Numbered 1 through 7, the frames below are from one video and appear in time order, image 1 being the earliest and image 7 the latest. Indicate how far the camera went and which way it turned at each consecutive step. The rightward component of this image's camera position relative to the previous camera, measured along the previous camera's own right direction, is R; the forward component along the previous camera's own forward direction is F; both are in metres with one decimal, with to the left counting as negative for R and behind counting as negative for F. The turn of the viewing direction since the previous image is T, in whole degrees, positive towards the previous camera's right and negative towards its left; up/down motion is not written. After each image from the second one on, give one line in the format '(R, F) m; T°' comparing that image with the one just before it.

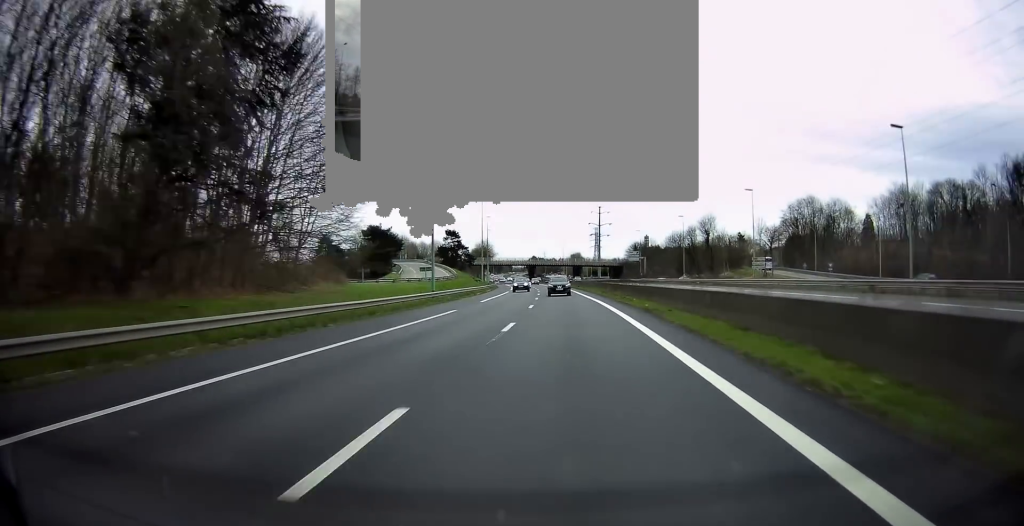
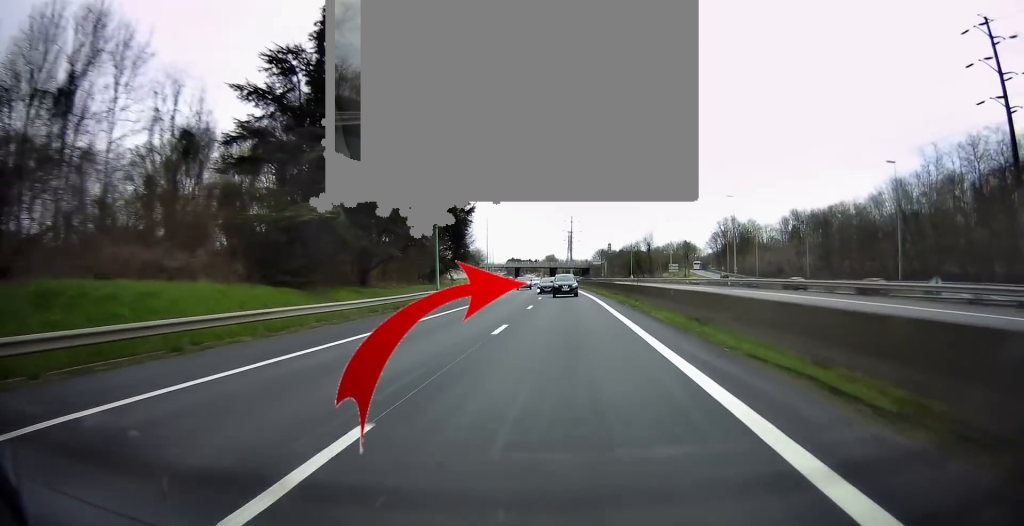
(+1.2, +50.9) m; +3°
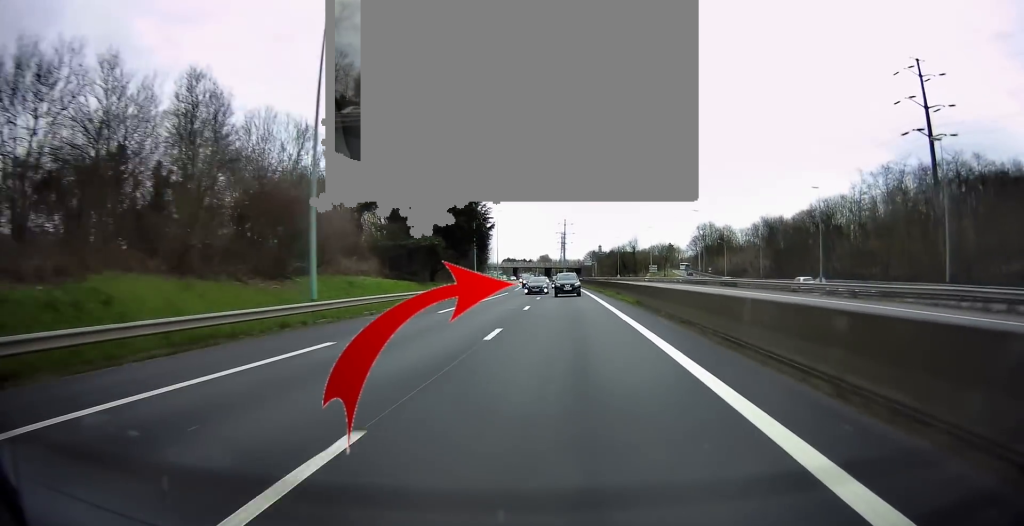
(+0.5, +23.4) m; +1°
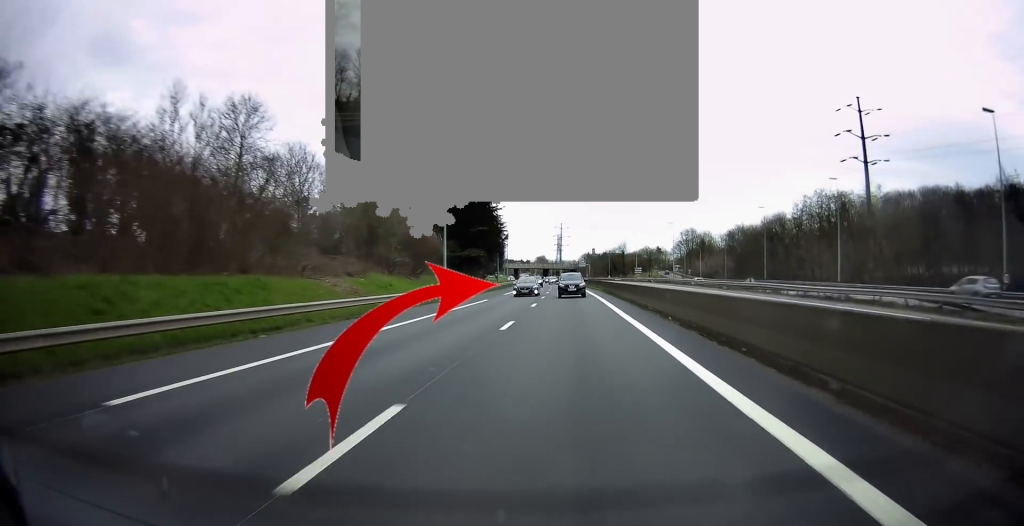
(+0.2, +26.4) m; +1°
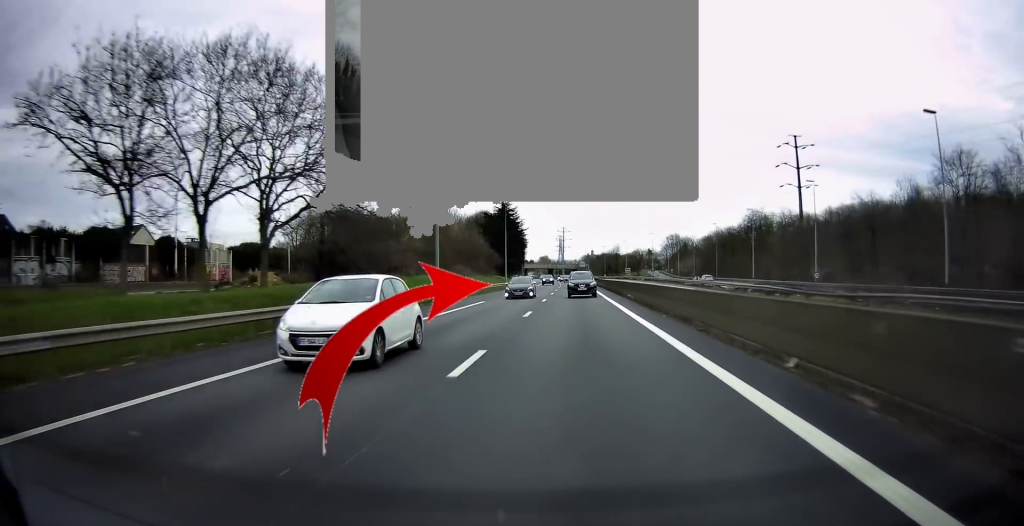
(+0.2, +44.0) m; 0°
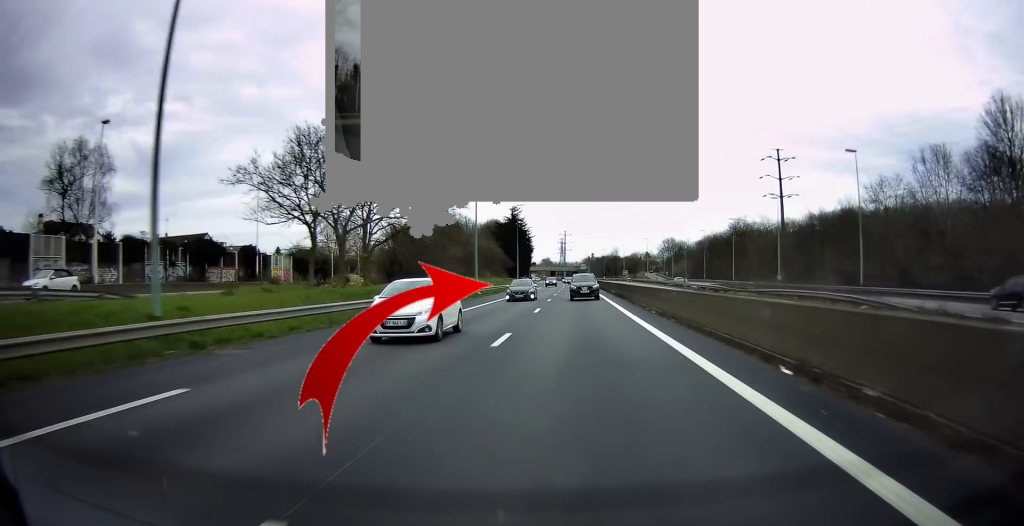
(-0.1, +17.0) m; 0°
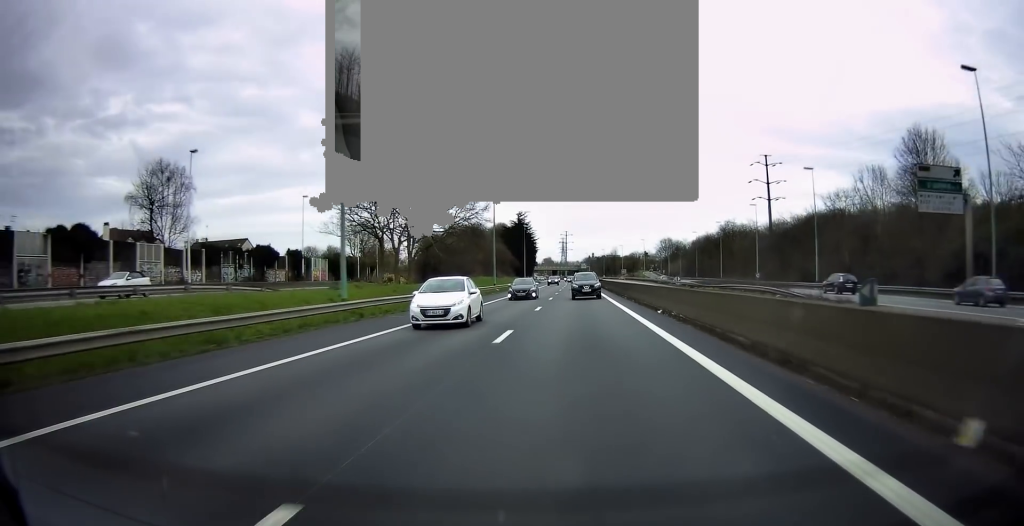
(+0.1, +13.5) m; 0°
